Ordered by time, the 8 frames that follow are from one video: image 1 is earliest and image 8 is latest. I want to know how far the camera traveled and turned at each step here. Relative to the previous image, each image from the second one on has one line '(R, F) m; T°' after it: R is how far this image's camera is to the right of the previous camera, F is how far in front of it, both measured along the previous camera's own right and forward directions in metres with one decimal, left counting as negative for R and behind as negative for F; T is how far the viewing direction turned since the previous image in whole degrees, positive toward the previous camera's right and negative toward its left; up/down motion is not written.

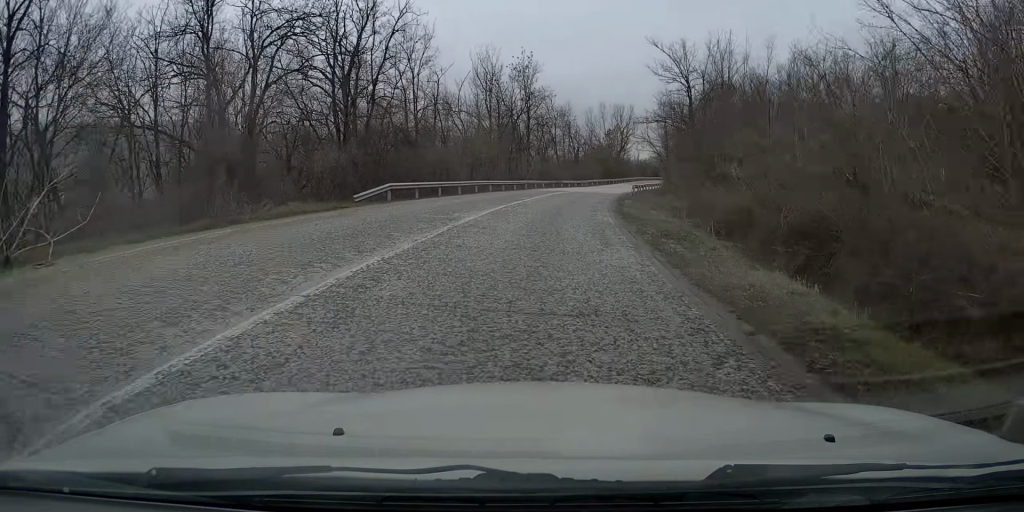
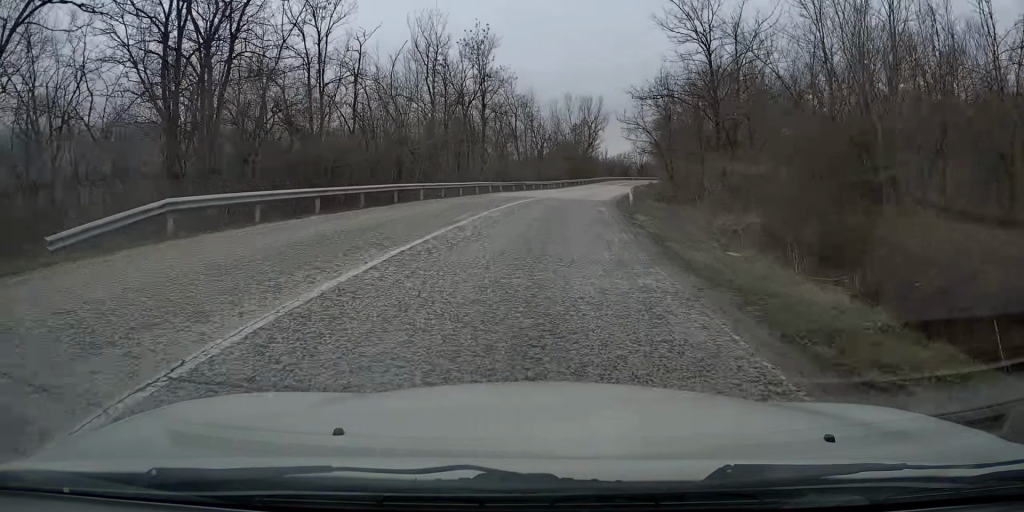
(+0.4, +14.8) m; +4°
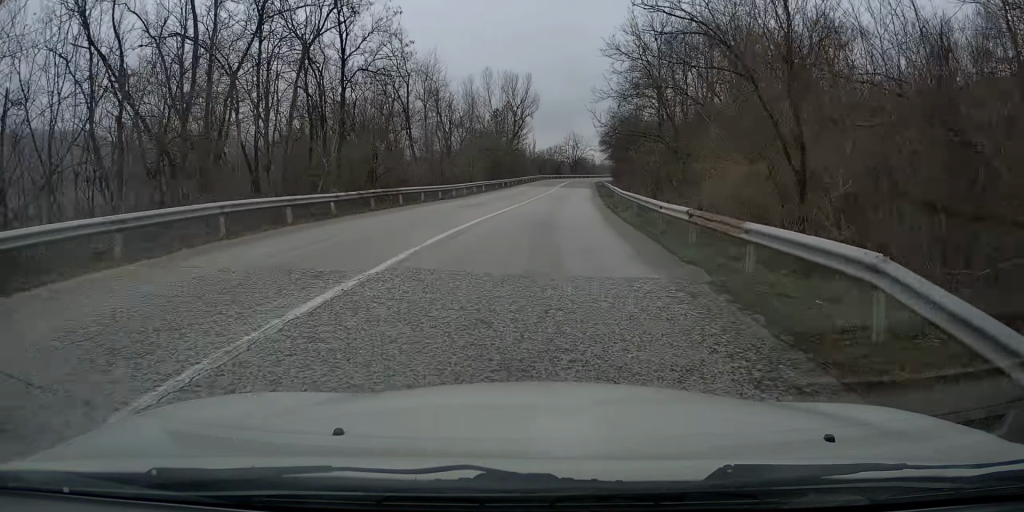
(+1.7, +27.5) m; +7°
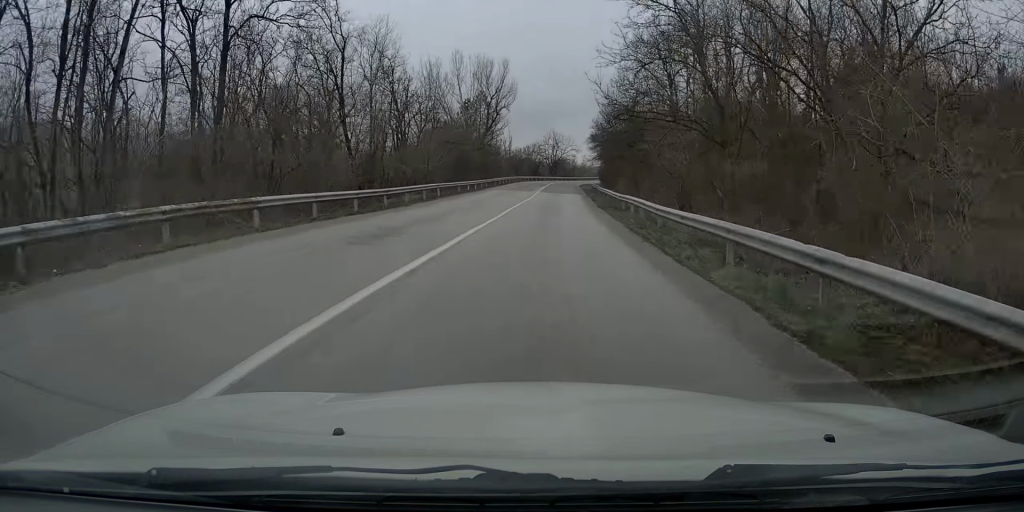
(+0.2, +13.6) m; +3°
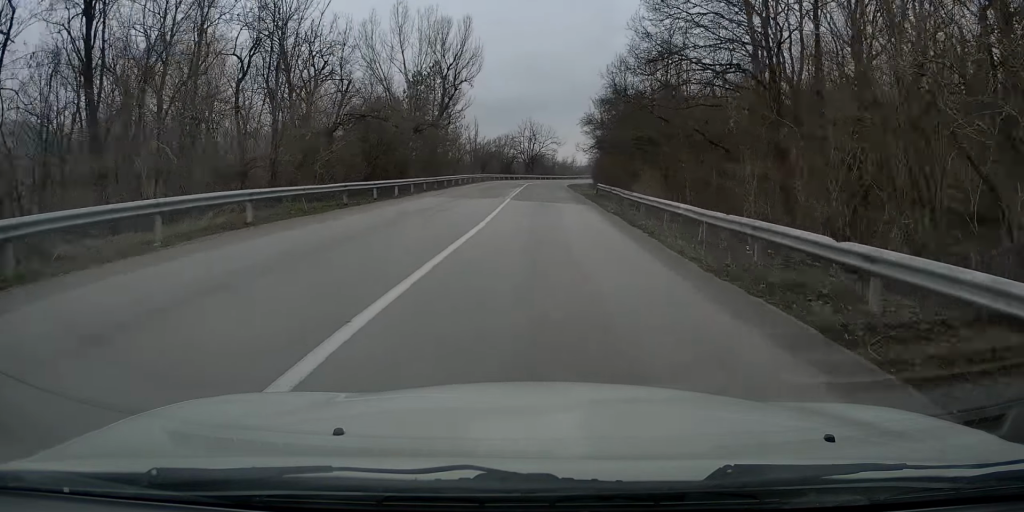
(+1.1, +23.2) m; +3°
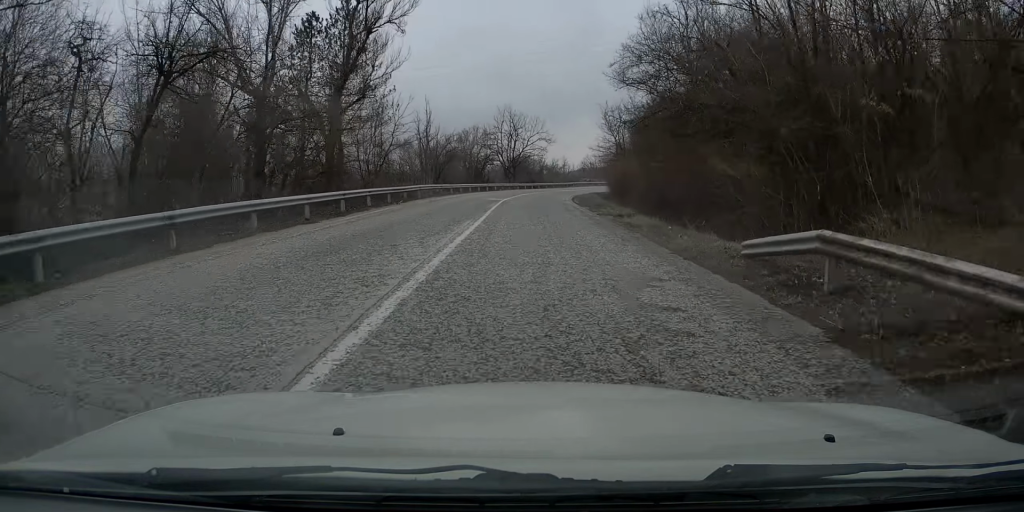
(+0.6, +29.7) m; +2°
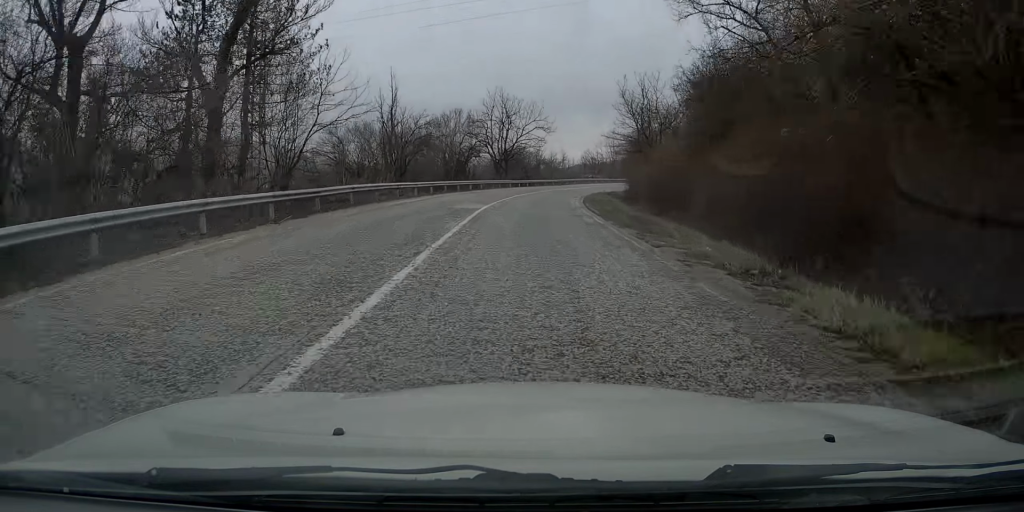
(+0.2, +13.8) m; 0°
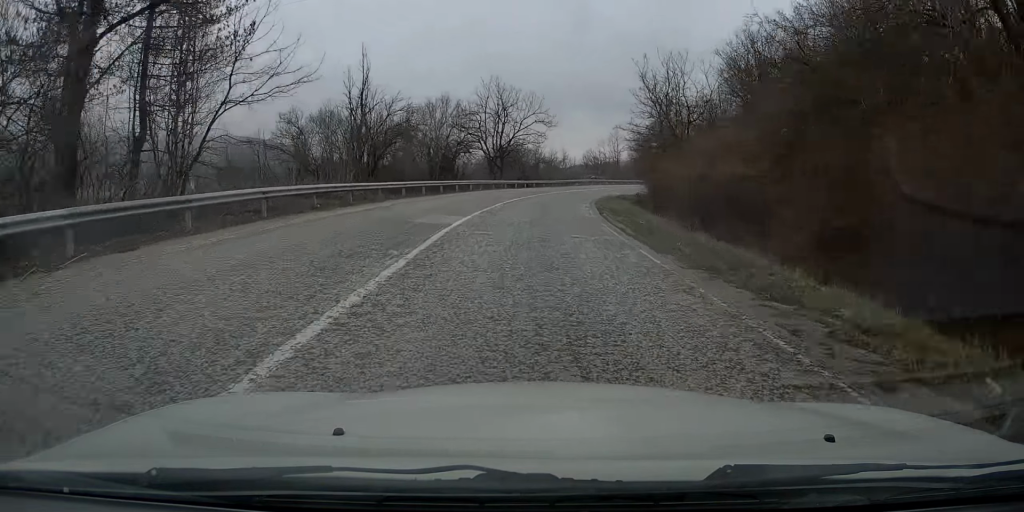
(-0.2, +8.3) m; 0°
